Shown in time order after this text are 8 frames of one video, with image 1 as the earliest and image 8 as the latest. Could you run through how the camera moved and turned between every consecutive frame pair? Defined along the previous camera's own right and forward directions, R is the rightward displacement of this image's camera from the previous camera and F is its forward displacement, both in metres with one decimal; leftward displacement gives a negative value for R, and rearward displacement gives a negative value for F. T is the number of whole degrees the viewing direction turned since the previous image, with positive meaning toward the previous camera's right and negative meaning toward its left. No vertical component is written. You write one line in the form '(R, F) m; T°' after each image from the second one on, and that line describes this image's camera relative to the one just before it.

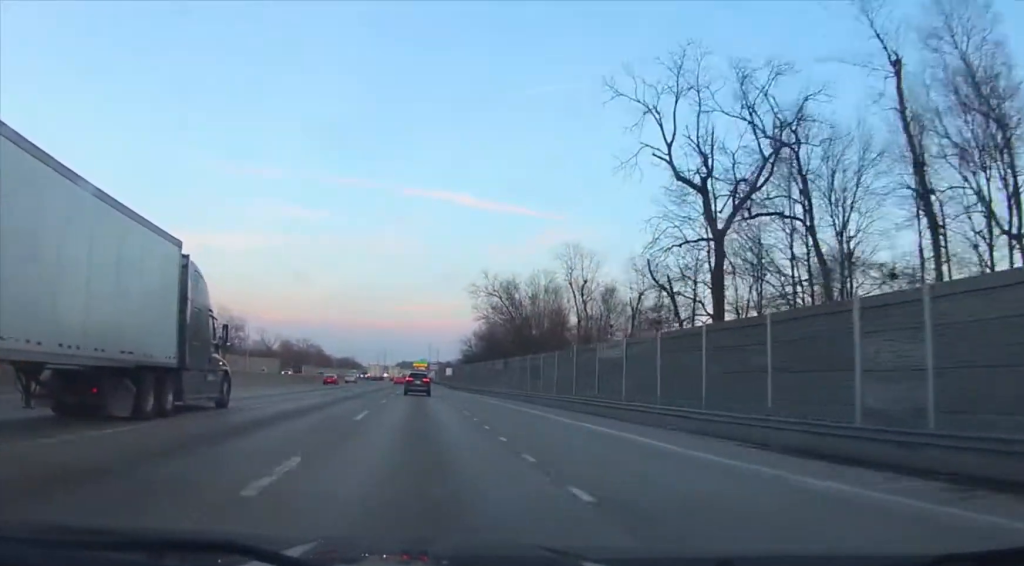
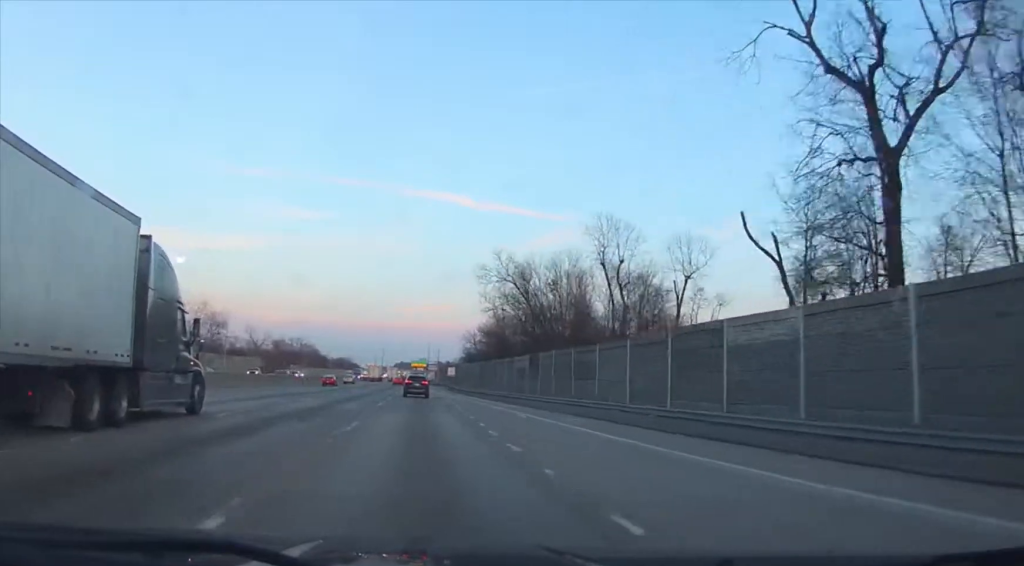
(0.0, +16.4) m; 0°
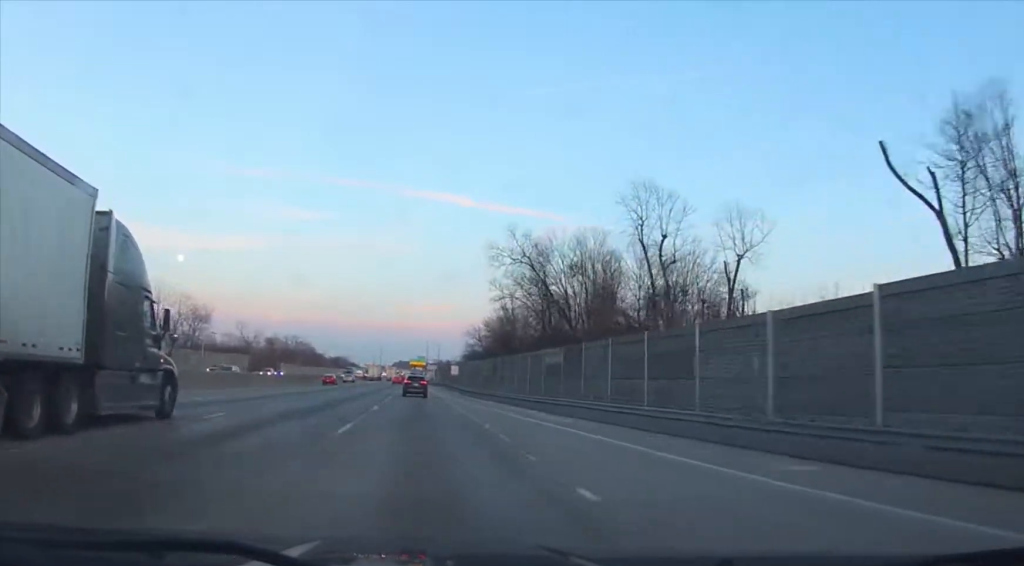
(0.0, +13.0) m; 0°
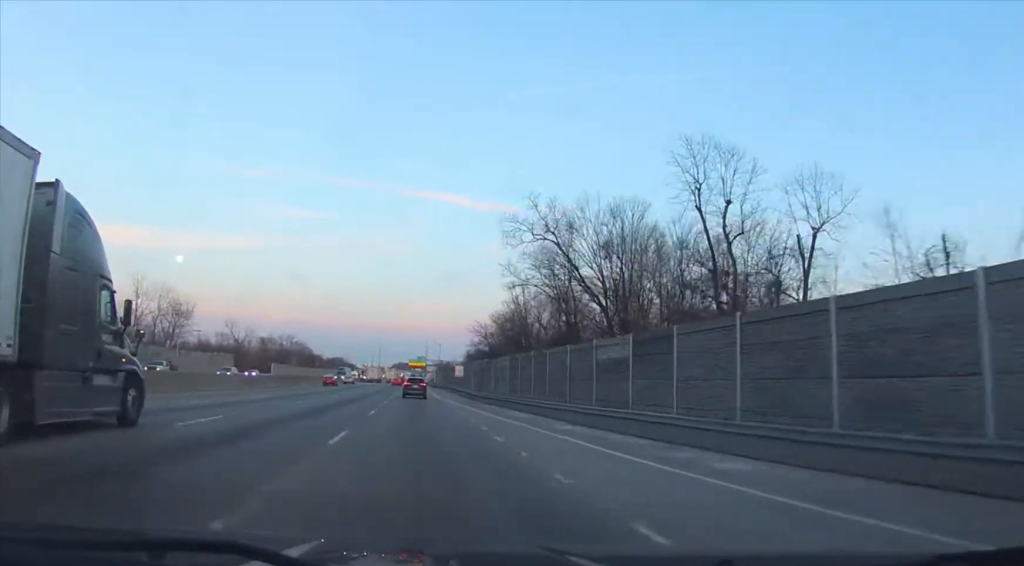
(0.0, +13.0) m; 0°
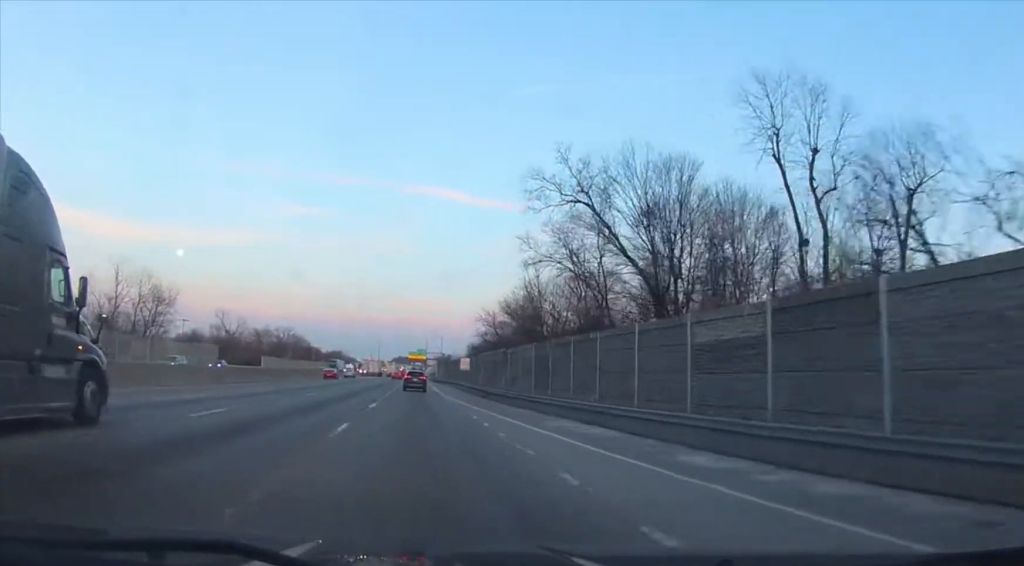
(0.0, +11.4) m; -1°
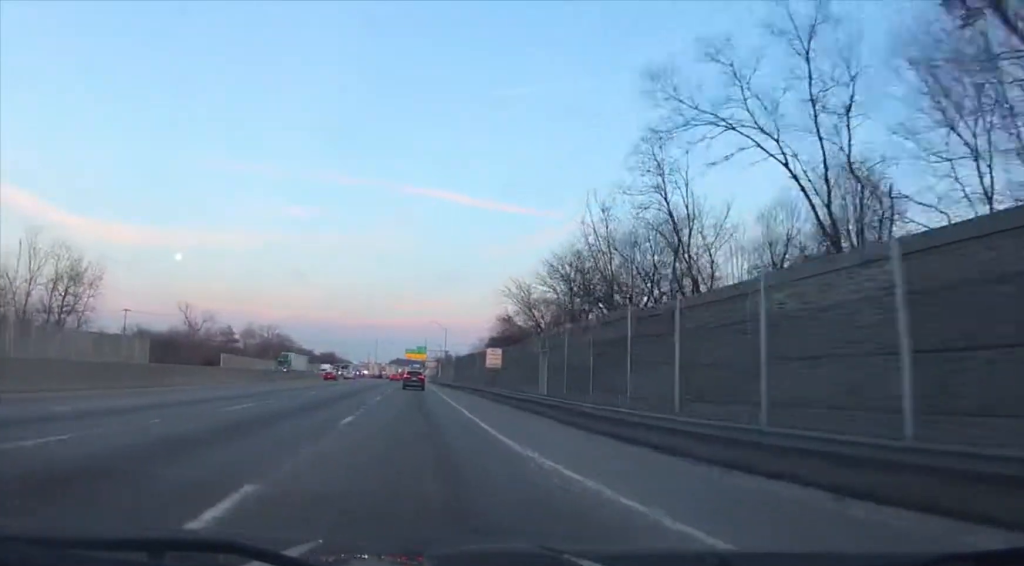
(-0.5, +34.1) m; -1°
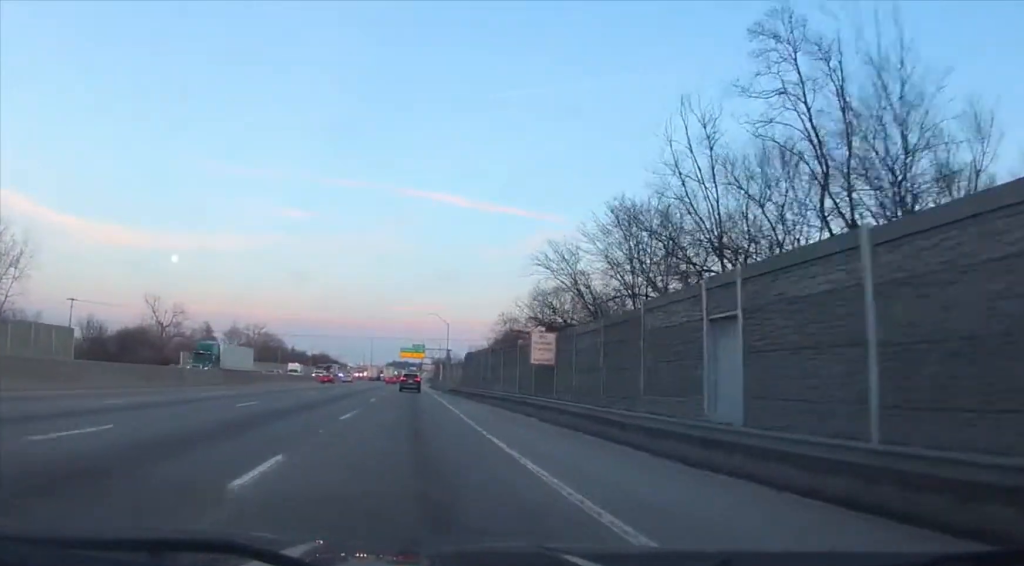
(+0.2, +21.8) m; +1°
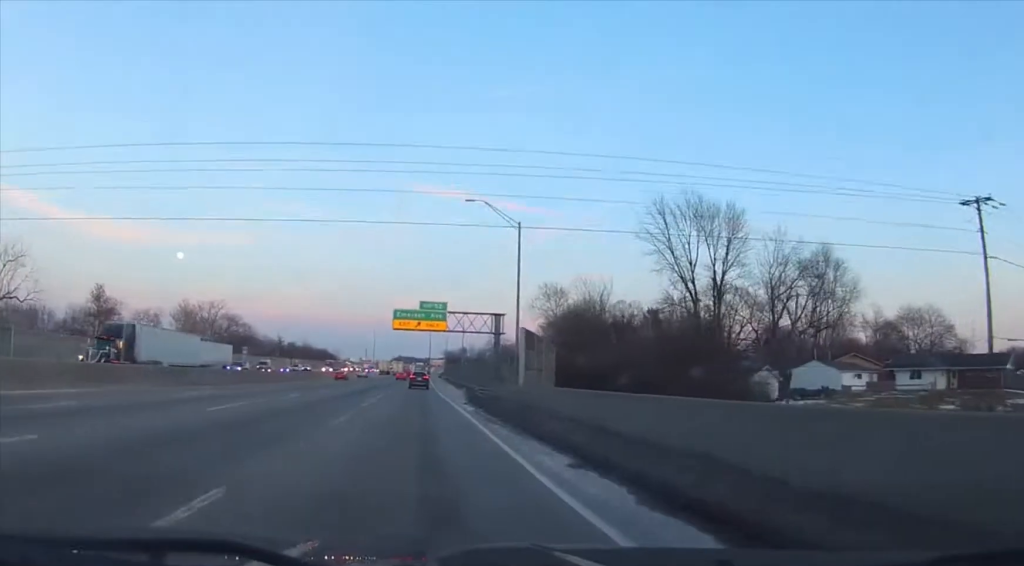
(-0.5, +76.3) m; 0°
